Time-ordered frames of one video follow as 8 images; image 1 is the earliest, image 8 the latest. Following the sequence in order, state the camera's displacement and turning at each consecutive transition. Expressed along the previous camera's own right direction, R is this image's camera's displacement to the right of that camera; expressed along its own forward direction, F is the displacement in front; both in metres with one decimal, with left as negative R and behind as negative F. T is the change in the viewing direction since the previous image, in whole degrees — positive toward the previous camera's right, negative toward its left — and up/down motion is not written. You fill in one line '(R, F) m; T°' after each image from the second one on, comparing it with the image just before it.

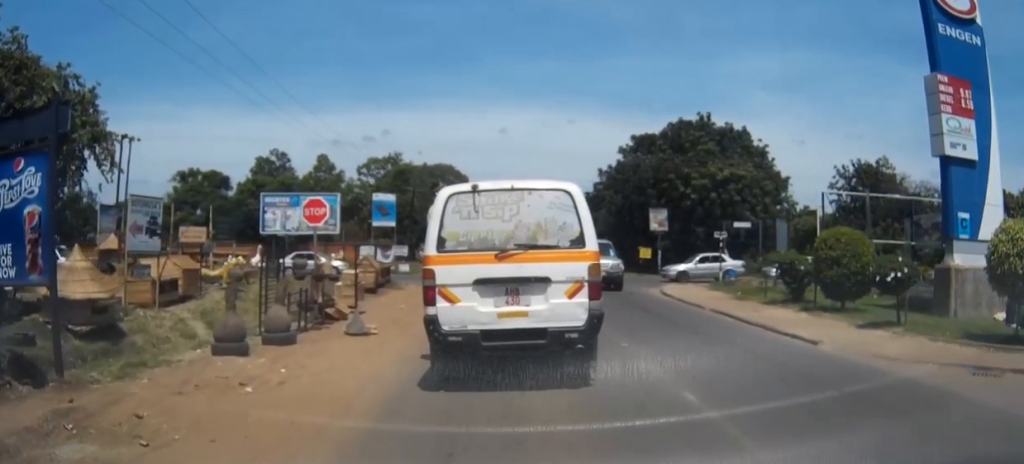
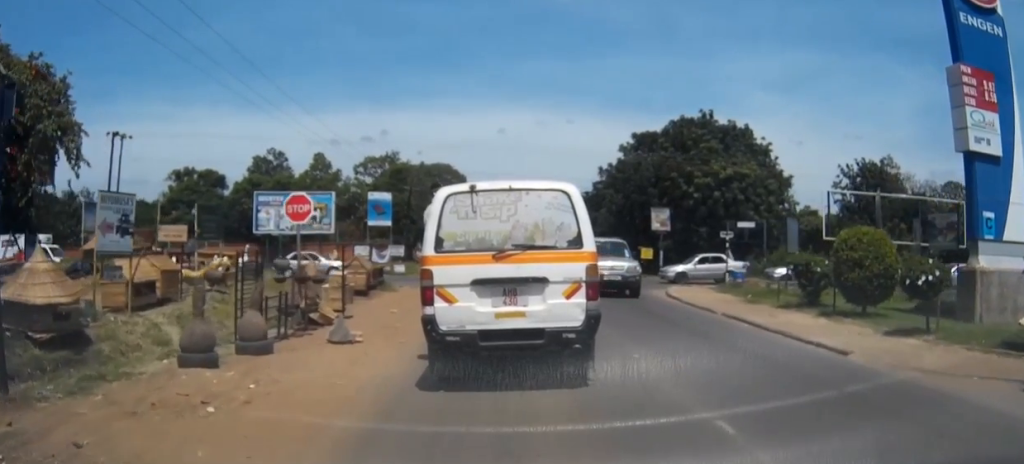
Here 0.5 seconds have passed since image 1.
(0.0, +1.4) m; 0°
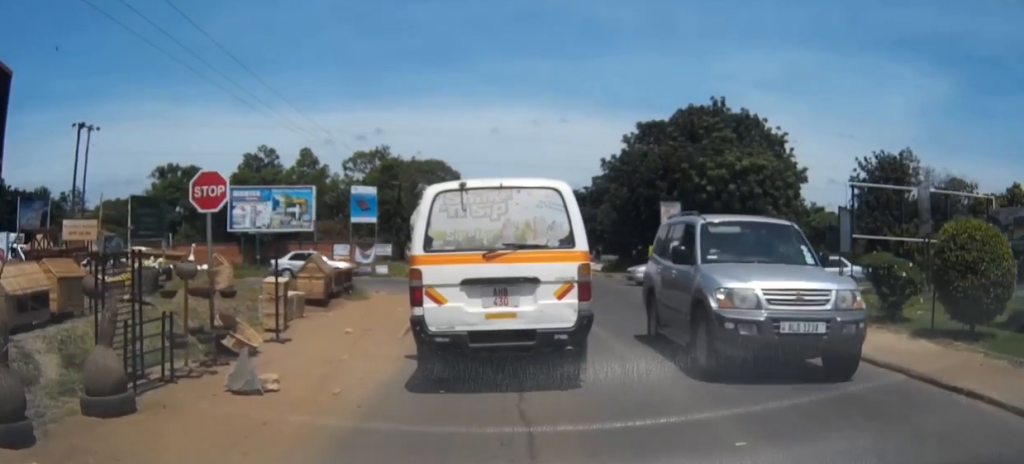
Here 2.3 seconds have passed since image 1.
(0.0, +5.0) m; 0°
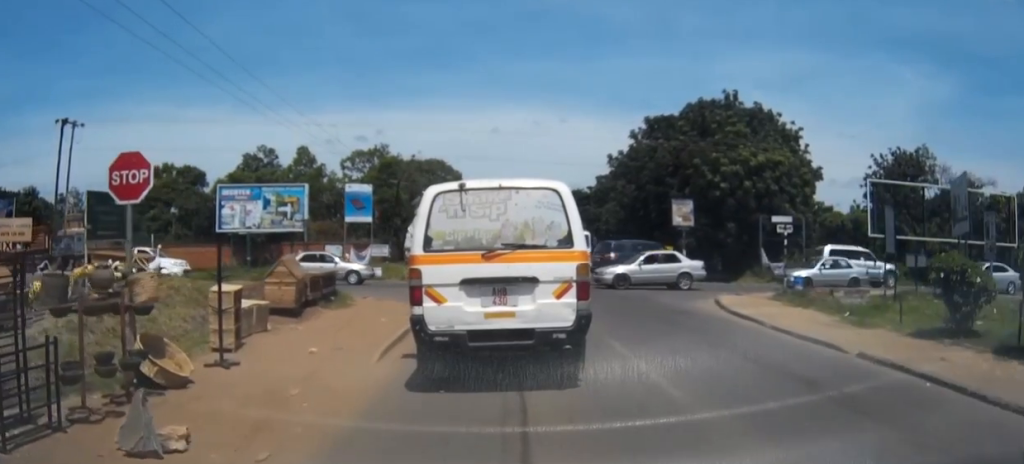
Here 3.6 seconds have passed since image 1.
(0.0, +2.9) m; +2°
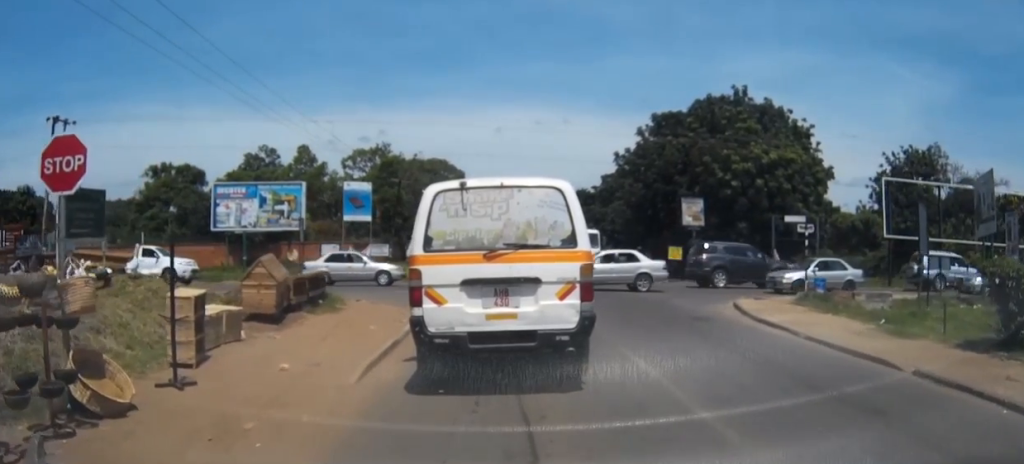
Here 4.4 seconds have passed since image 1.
(0.0, +1.7) m; +1°
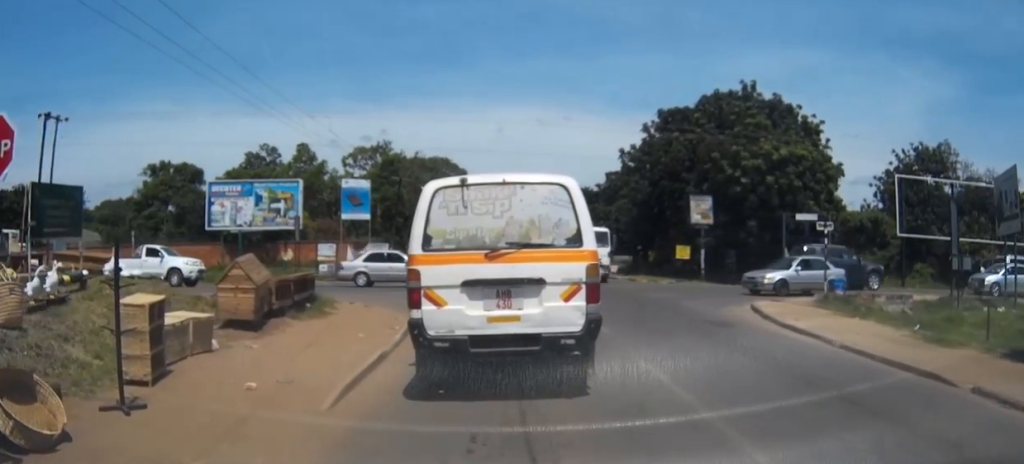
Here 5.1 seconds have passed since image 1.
(0.0, +1.4) m; 0°
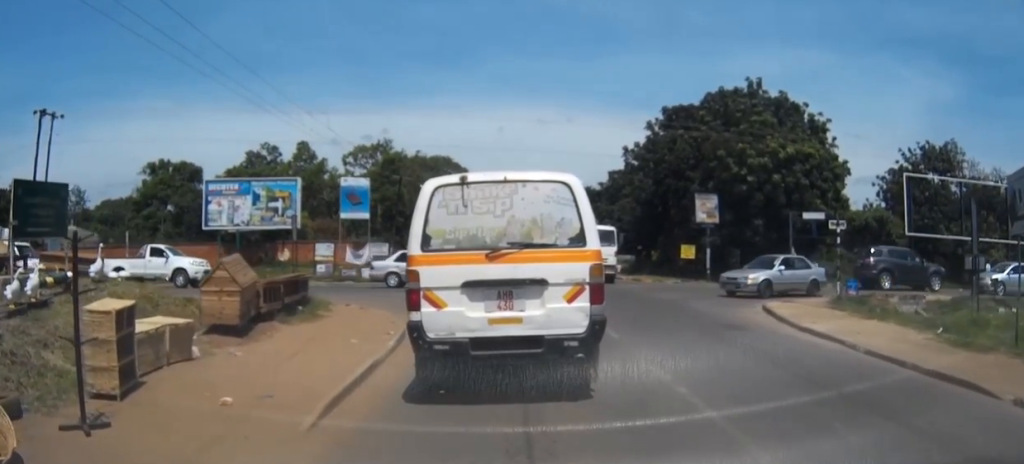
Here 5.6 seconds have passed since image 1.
(0.0, +0.9) m; -1°
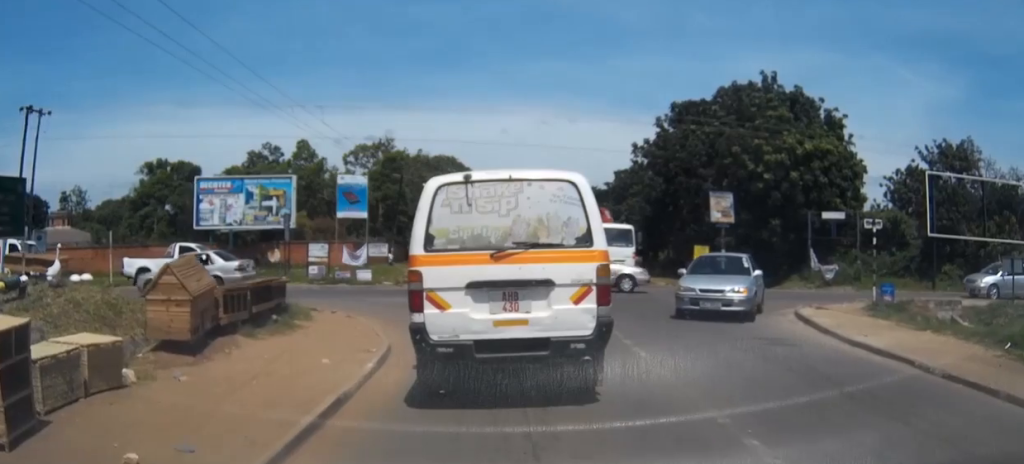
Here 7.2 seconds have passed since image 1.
(-0.1, +2.4) m; -1°
